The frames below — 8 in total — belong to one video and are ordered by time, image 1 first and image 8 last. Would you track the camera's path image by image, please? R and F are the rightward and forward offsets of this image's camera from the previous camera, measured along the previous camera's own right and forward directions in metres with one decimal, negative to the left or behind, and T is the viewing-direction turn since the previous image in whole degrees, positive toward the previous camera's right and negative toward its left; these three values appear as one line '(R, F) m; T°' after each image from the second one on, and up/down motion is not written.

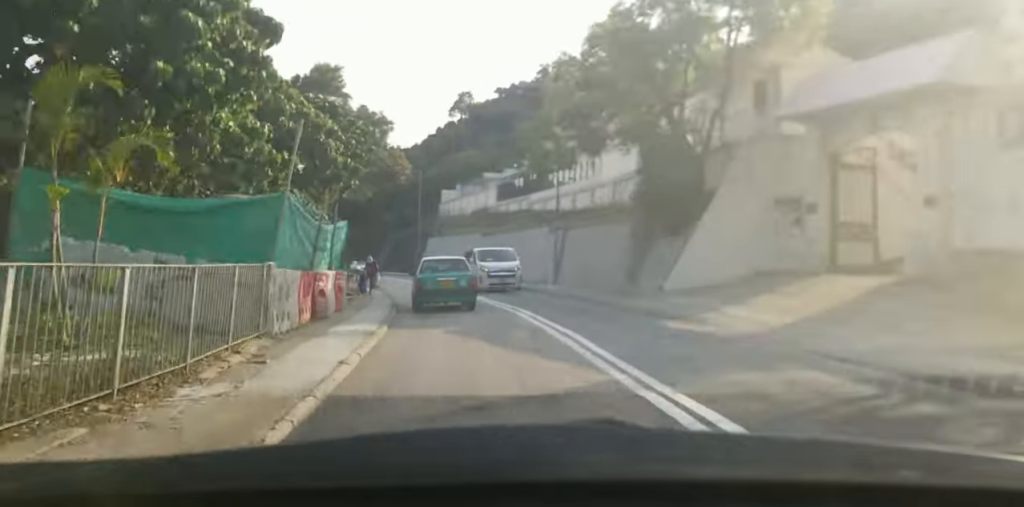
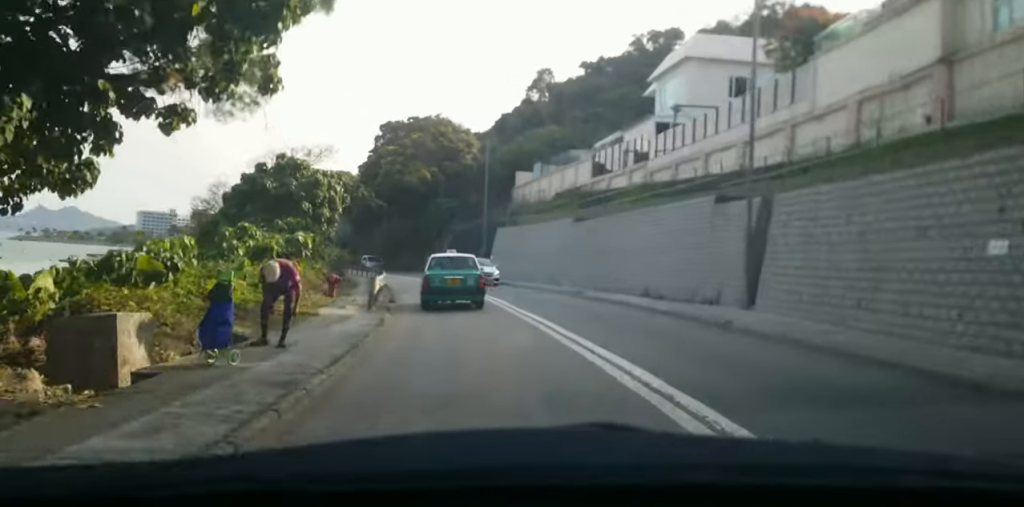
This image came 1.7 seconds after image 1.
(-0.4, +20.7) m; -4°
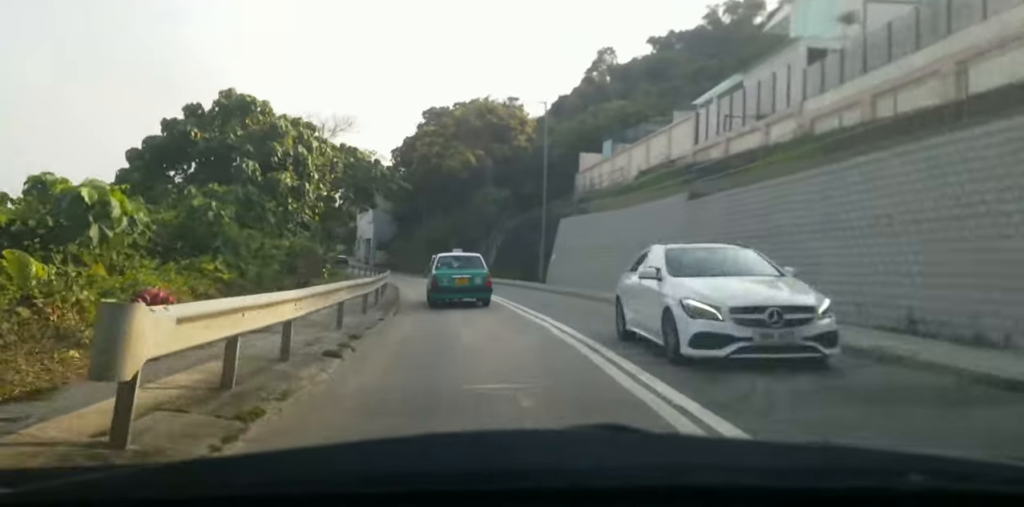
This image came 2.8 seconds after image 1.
(-0.8, +14.0) m; -6°
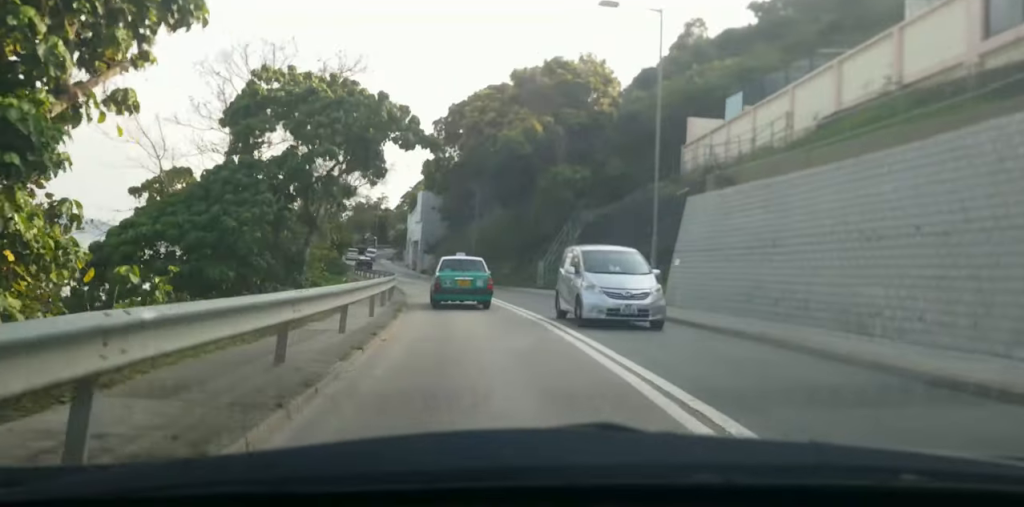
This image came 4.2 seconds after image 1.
(-1.1, +16.9) m; -6°
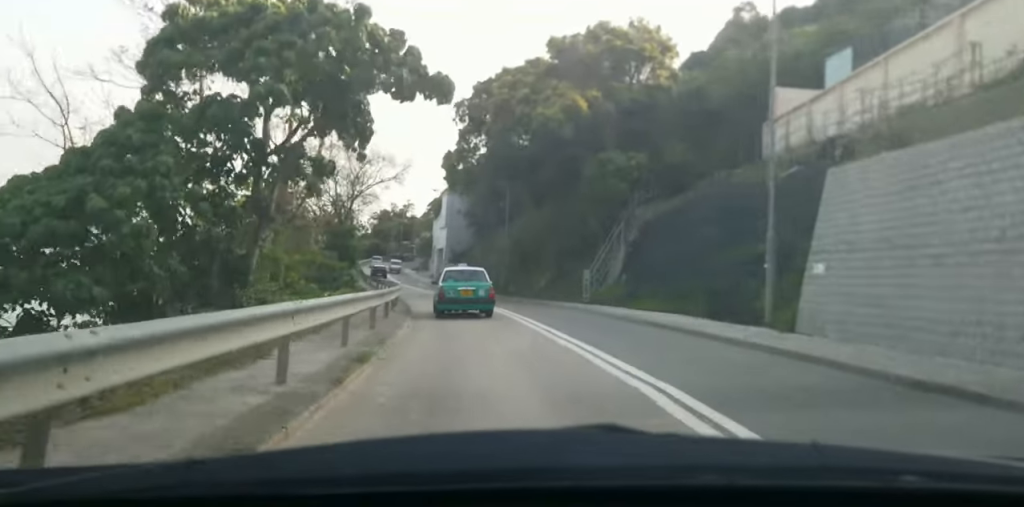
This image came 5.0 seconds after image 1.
(-0.1, +8.9) m; -2°
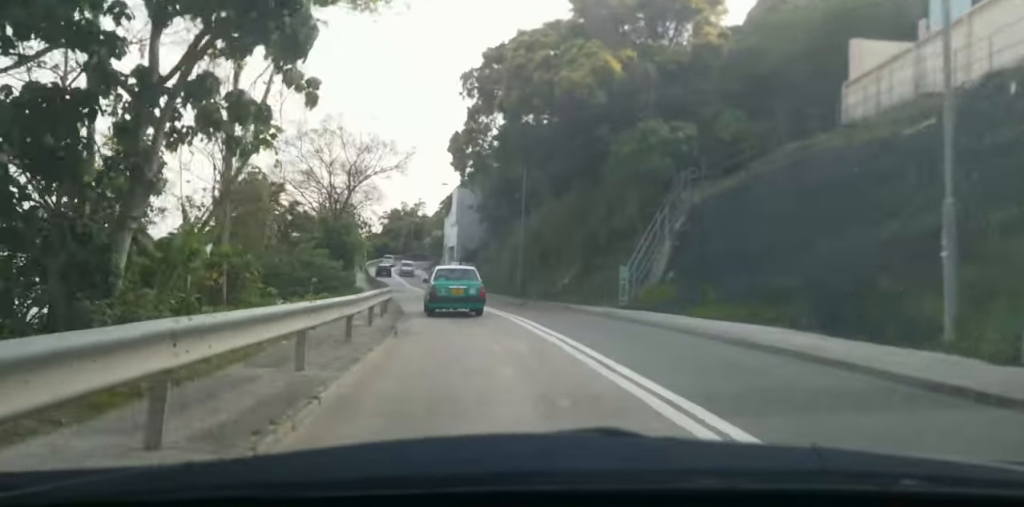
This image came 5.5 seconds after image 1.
(+0.1, +6.5) m; -2°
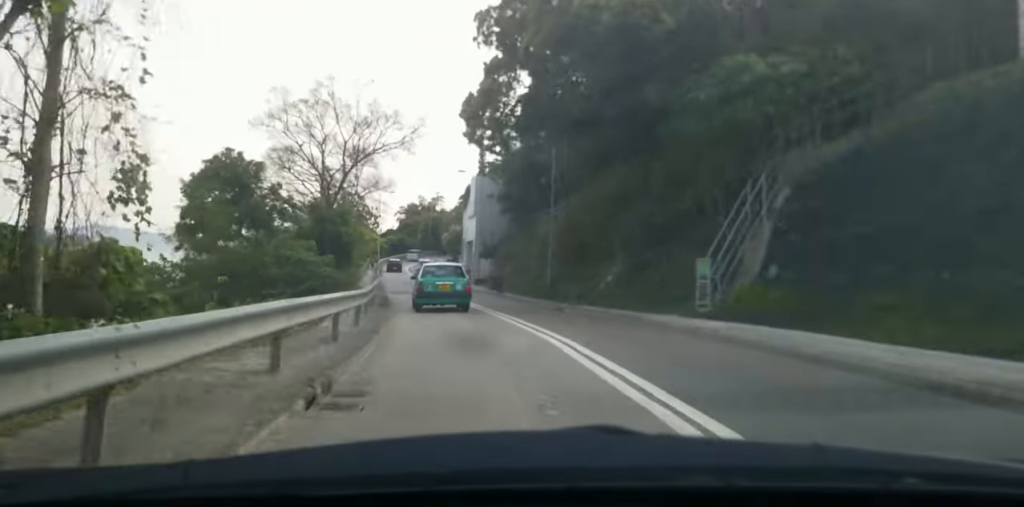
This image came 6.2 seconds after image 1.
(-0.4, +8.8) m; -4°
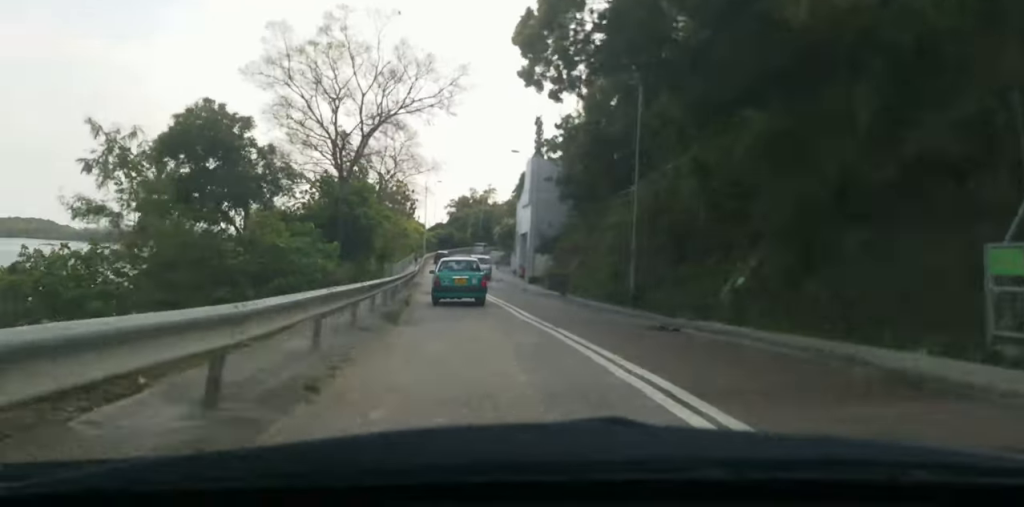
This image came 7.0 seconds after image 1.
(-0.4, +10.7) m; -3°
